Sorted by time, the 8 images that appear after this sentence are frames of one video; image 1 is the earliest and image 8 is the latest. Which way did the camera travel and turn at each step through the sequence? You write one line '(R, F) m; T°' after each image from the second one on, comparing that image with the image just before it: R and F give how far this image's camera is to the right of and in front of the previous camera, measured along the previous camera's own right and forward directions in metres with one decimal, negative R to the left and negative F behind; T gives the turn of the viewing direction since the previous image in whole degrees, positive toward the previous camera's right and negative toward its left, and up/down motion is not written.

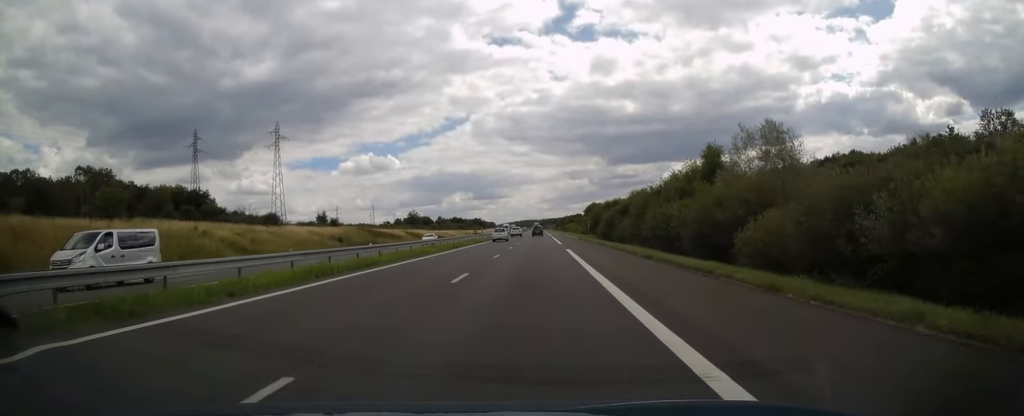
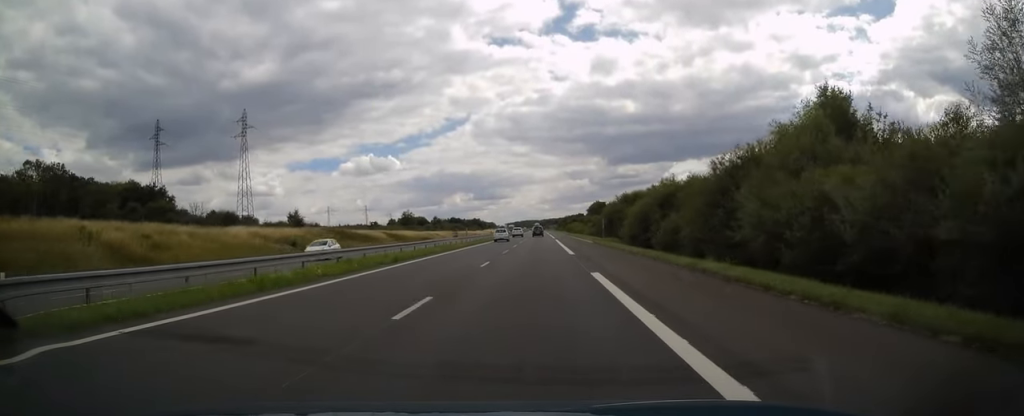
(-0.1, +19.0) m; 0°
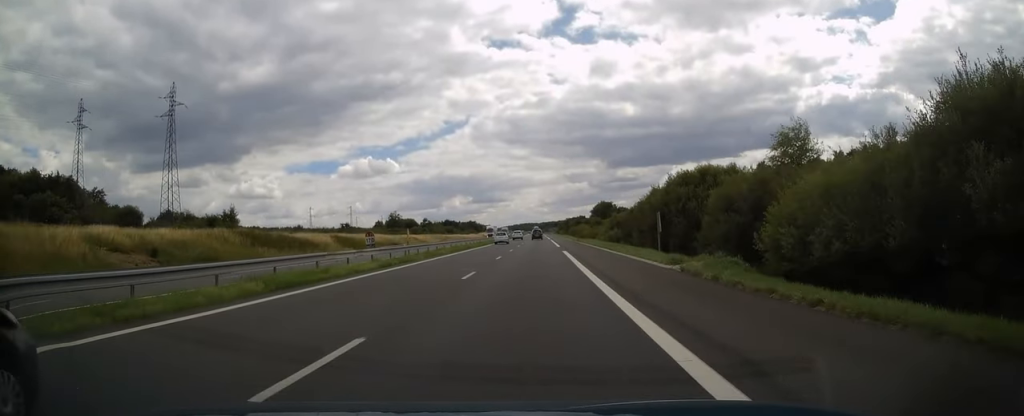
(0.0, +30.5) m; 0°
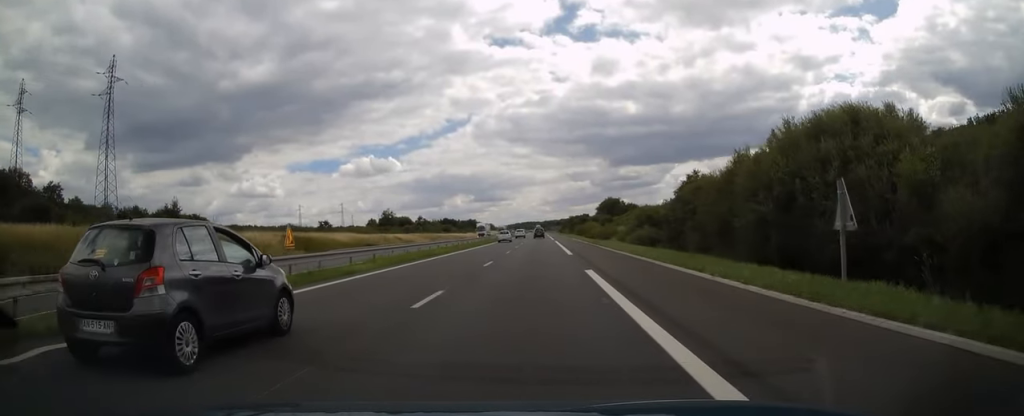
(0.0, +19.9) m; 0°
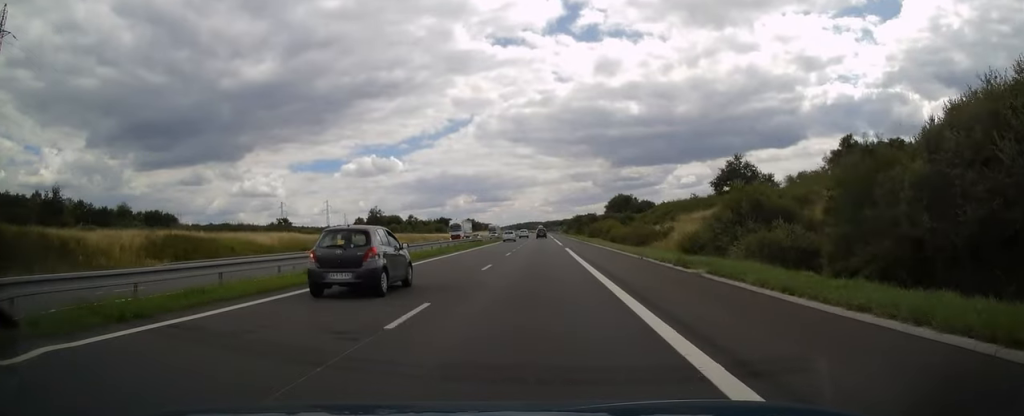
(0.0, +28.4) m; 0°
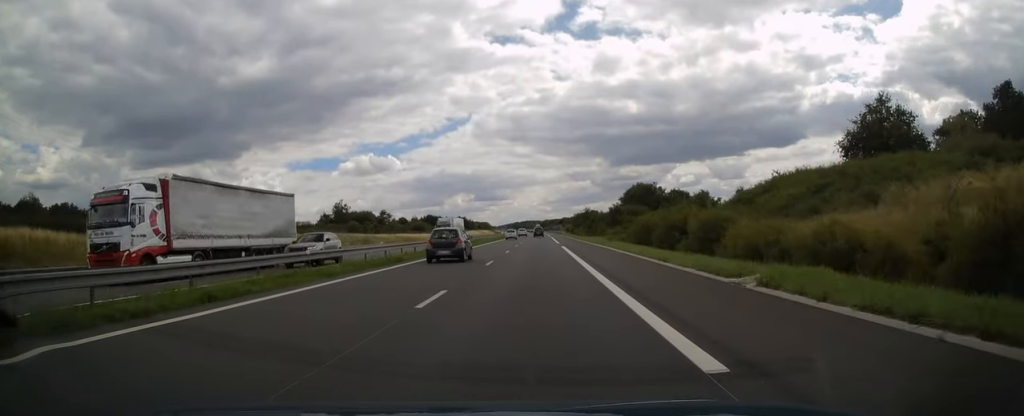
(-0.2, +49.4) m; 0°
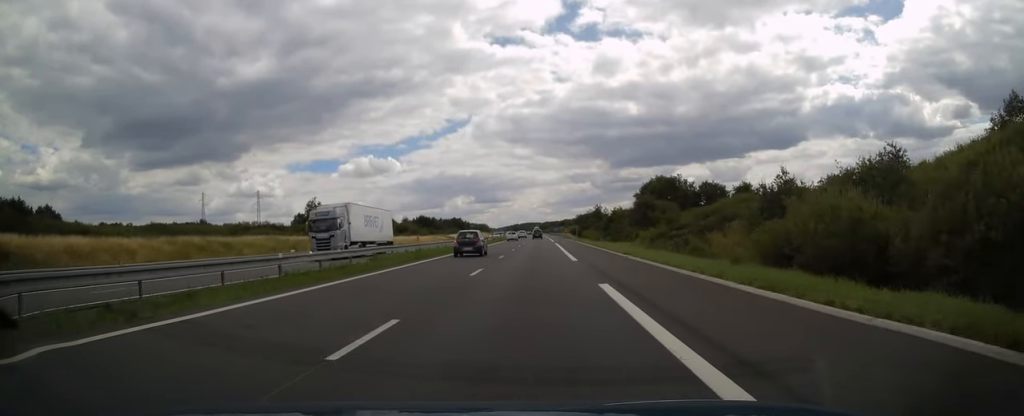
(0.0, +30.1) m; 0°
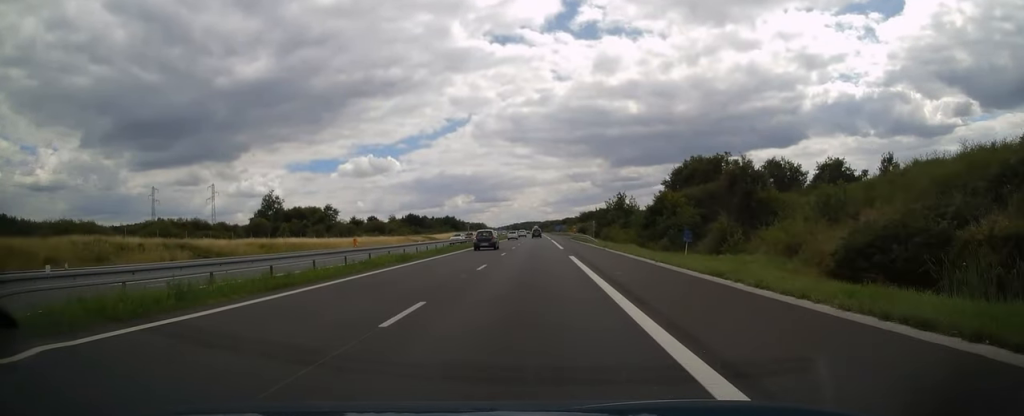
(+0.1, +36.5) m; 0°
